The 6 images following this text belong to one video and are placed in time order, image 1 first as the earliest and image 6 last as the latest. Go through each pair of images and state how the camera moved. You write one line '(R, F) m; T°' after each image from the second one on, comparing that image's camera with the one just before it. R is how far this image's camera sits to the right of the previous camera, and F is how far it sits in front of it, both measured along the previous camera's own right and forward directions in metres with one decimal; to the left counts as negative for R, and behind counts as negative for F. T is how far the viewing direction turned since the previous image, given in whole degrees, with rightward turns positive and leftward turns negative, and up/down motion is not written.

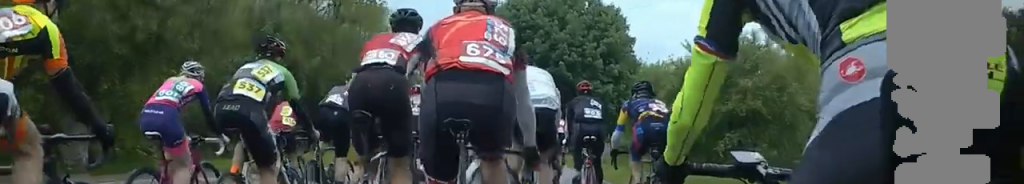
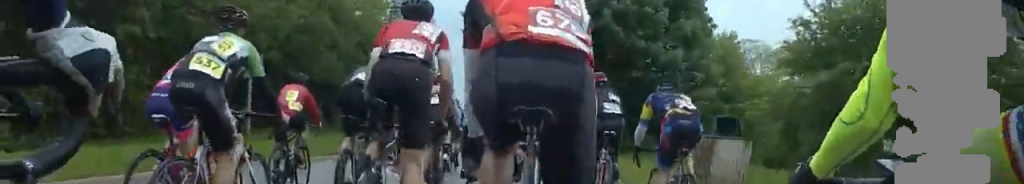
(-0.4, +19.0) m; -1°
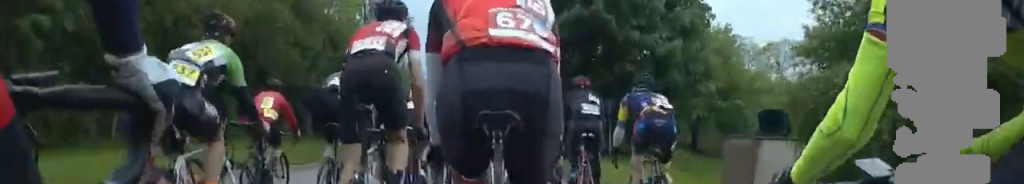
(+0.1, +3.6) m; 0°
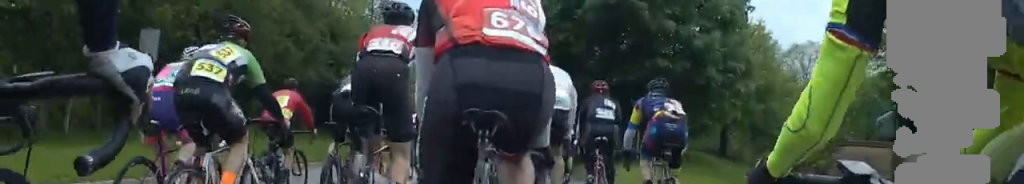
(+0.4, +3.8) m; 0°
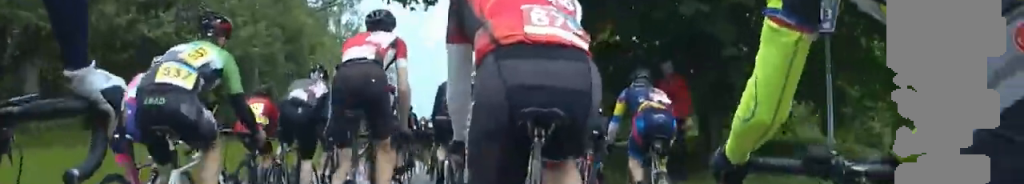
(-1.3, +20.3) m; -3°
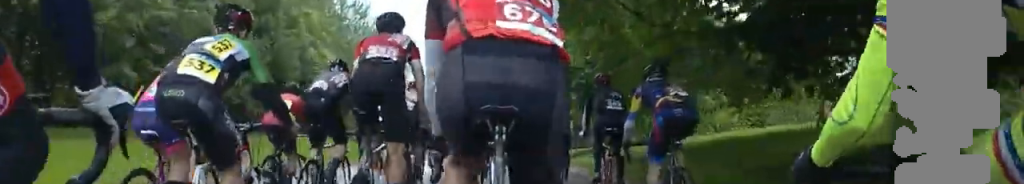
(0.0, +8.7) m; +1°
